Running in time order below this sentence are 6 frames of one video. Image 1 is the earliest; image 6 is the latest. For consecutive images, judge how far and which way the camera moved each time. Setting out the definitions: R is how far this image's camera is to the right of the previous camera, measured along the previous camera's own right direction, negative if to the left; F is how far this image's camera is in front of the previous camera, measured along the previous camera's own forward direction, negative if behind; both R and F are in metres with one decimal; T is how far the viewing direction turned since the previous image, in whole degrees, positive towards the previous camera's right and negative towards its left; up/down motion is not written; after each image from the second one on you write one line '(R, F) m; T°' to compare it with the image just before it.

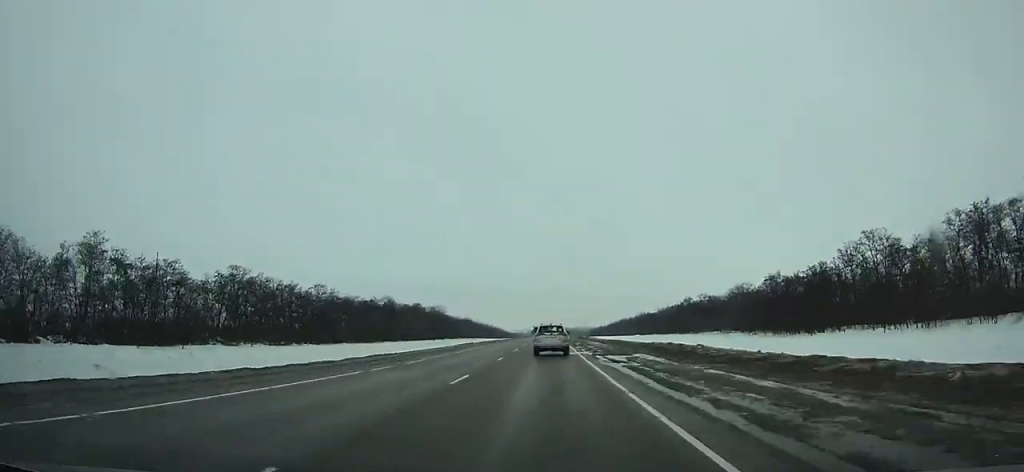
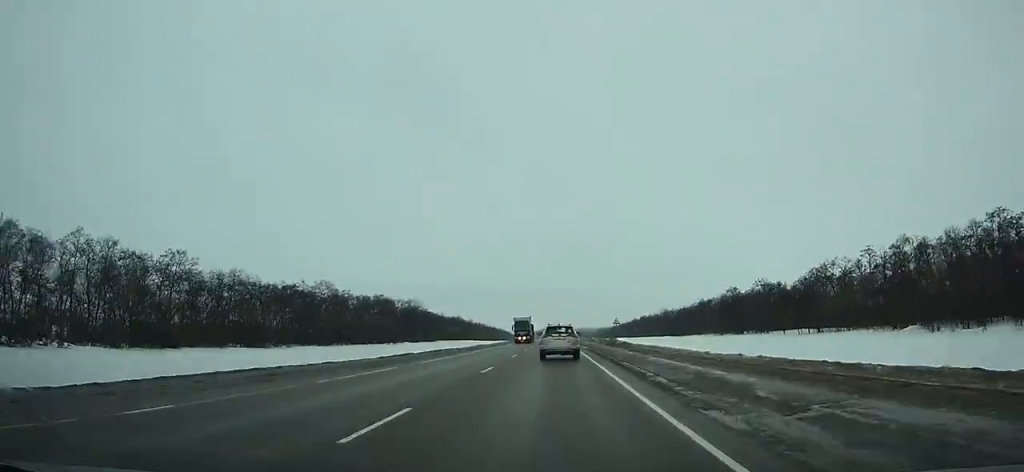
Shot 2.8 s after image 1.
(-0.1, +54.6) m; 0°
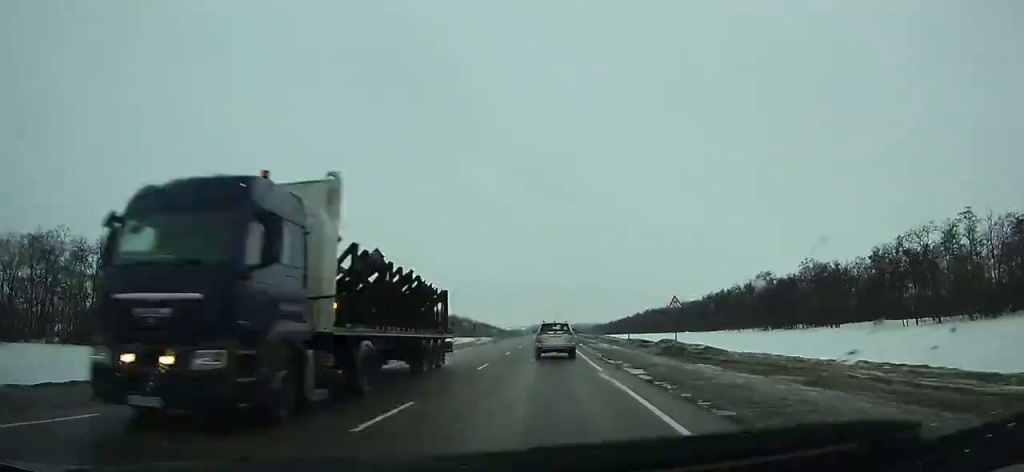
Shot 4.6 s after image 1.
(+0.1, +34.8) m; 0°
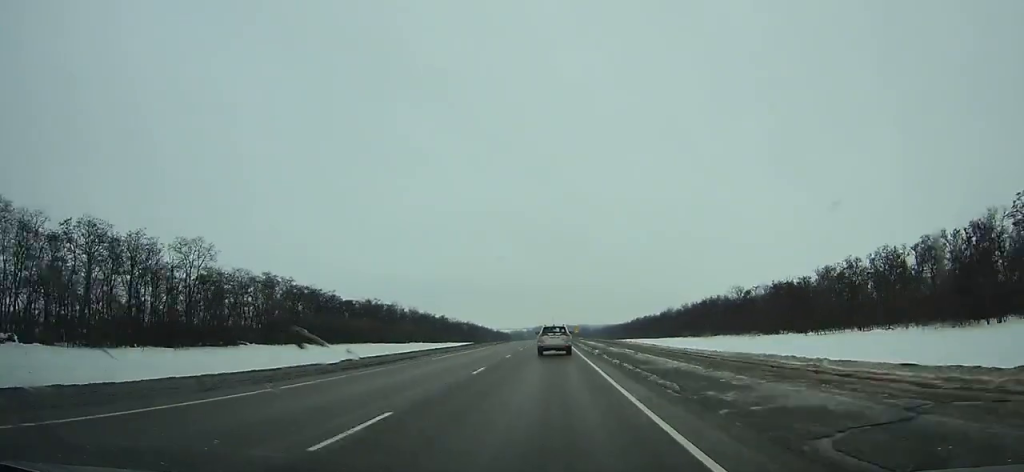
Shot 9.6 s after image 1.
(+0.2, +97.9) m; 0°
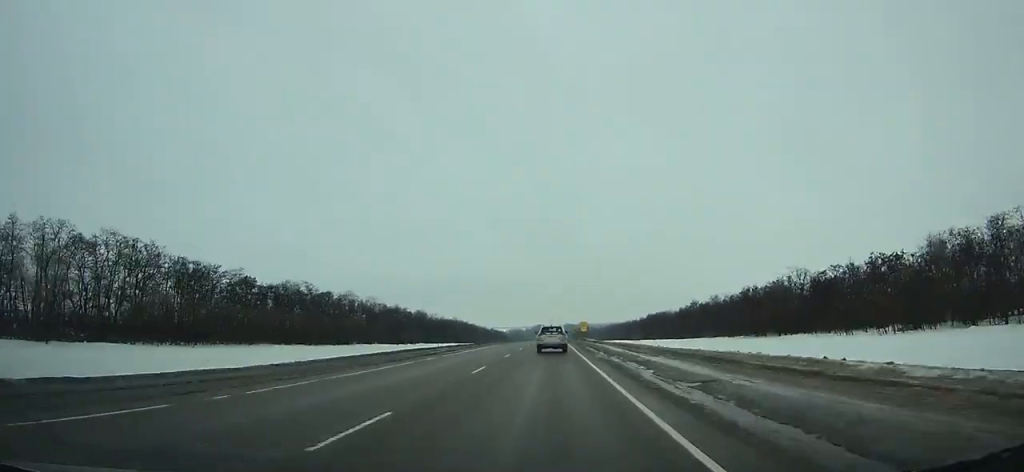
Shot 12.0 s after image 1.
(+0.1, +48.4) m; 0°
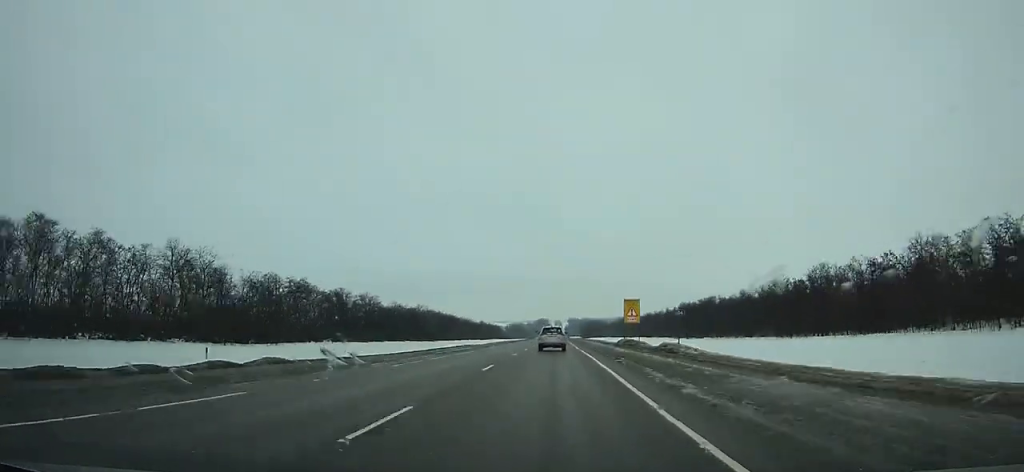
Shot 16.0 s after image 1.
(-0.4, +84.4) m; 0°
